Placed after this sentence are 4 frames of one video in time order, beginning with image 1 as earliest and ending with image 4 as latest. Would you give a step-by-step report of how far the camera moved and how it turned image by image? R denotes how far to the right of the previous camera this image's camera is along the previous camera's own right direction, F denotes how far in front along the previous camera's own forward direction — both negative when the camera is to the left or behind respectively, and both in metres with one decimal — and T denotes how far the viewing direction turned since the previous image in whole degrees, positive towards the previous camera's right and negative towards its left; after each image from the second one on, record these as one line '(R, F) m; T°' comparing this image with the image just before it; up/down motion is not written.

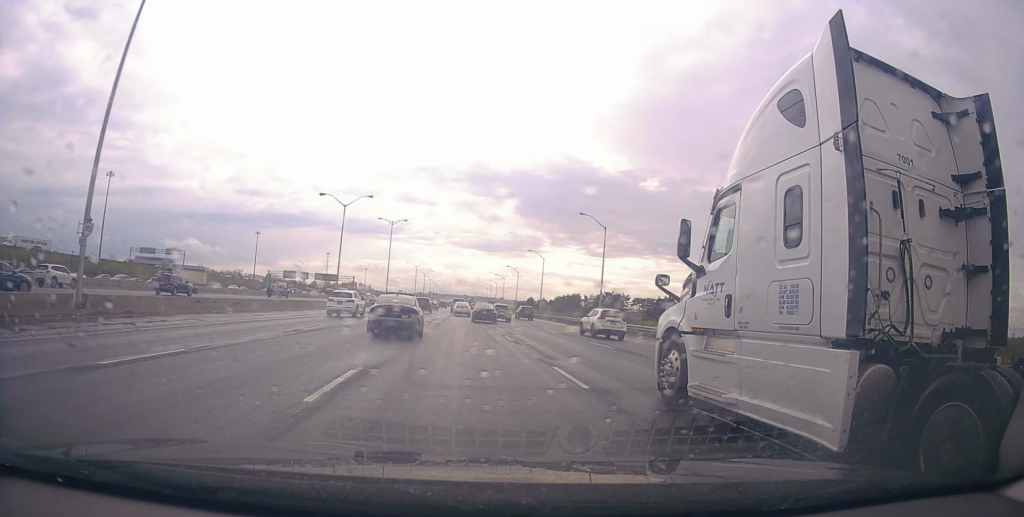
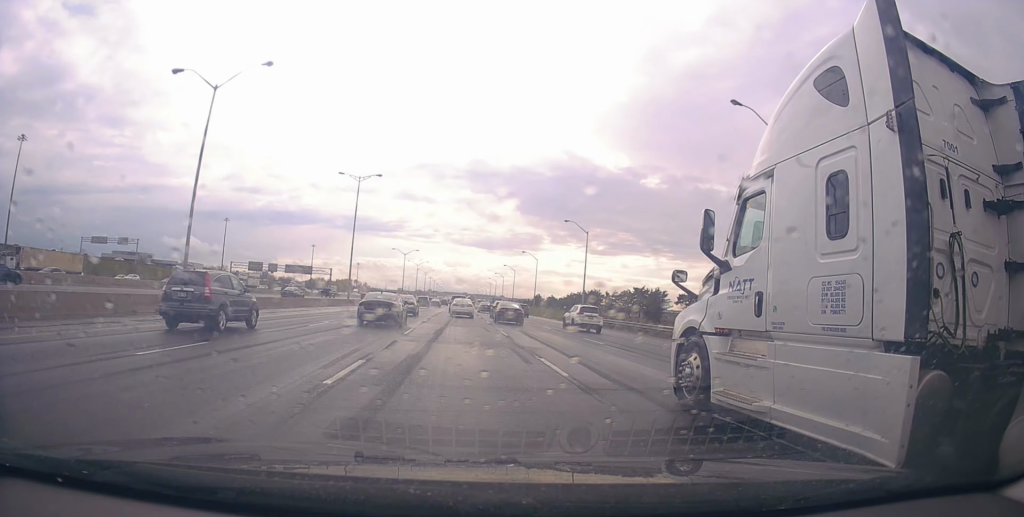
(+0.3, +35.2) m; 0°
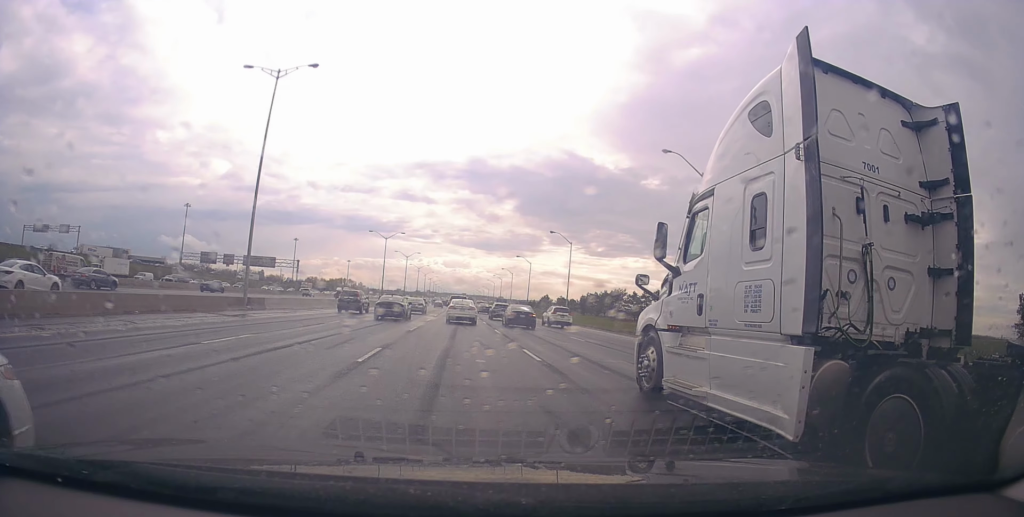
(+0.2, +33.4) m; 0°
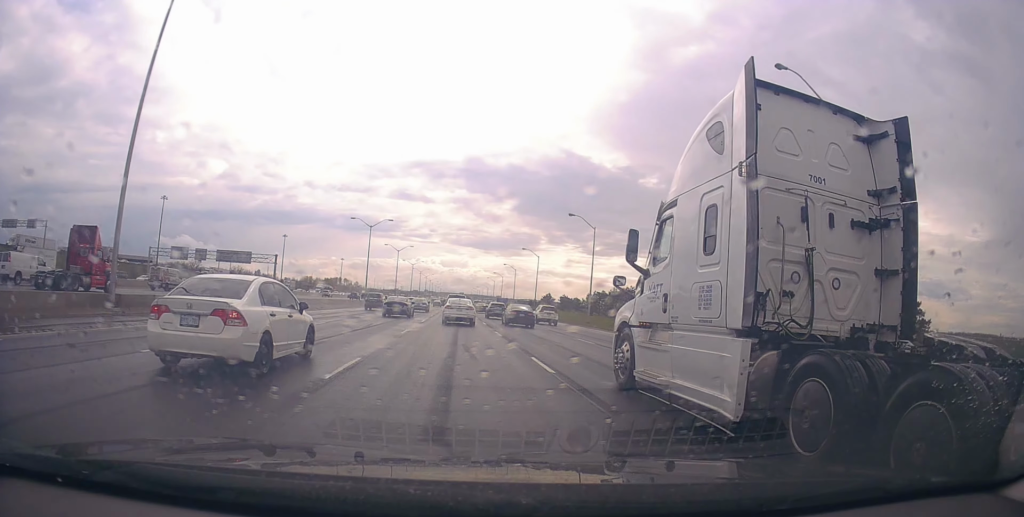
(-0.5, +14.7) m; 0°
